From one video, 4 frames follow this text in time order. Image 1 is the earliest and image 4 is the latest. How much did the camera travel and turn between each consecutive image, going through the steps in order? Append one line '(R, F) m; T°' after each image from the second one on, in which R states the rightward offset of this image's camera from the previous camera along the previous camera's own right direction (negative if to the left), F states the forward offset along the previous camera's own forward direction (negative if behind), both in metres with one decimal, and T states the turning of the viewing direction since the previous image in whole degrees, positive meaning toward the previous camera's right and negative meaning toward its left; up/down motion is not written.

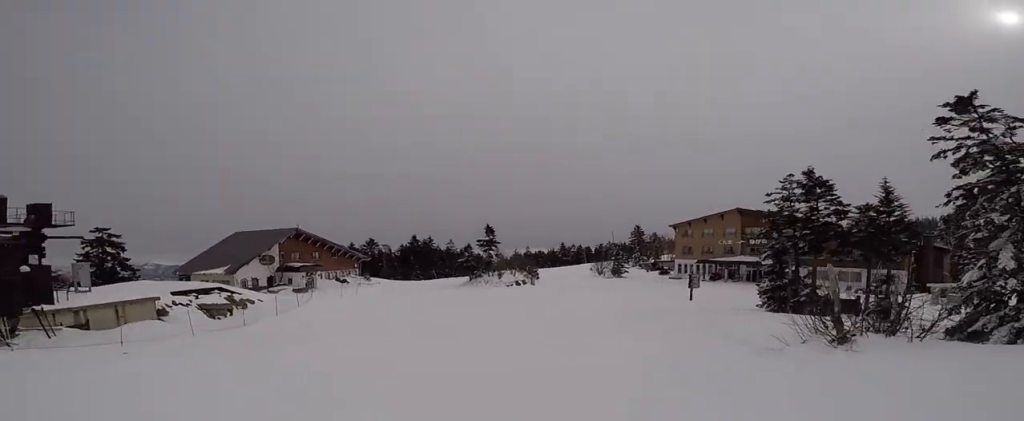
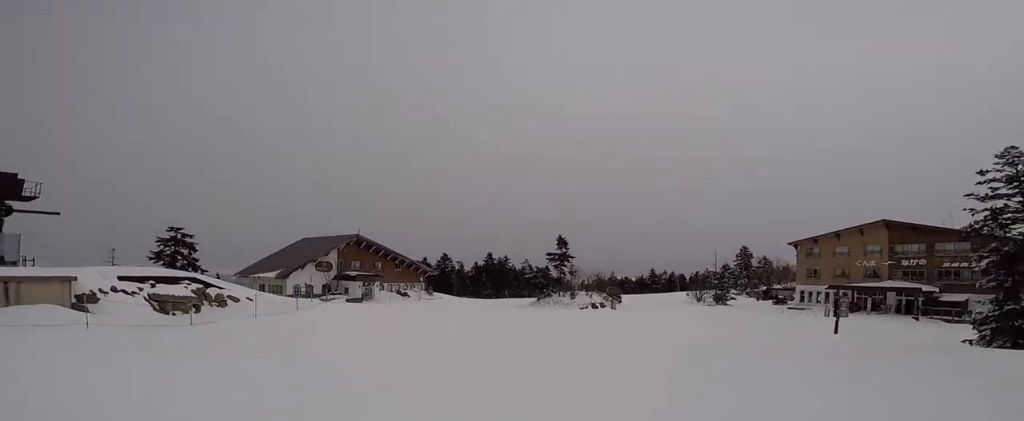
(+0.3, +7.1) m; -6°
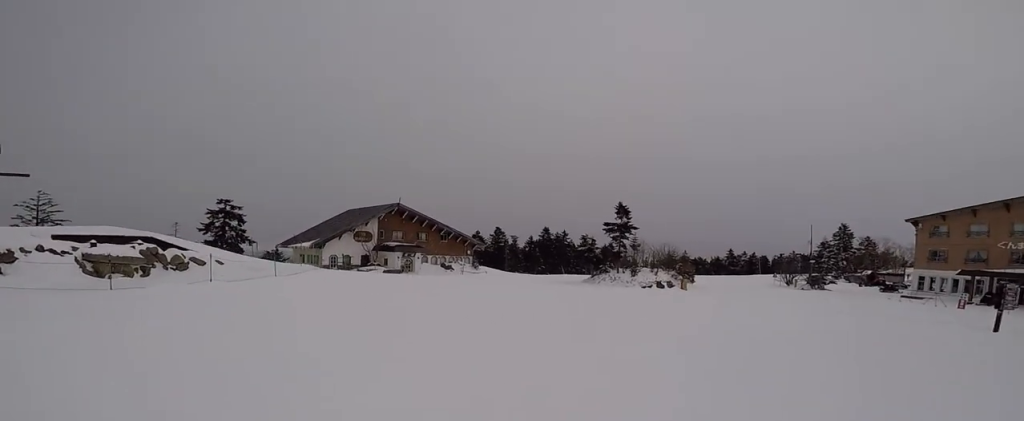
(-0.6, +4.4) m; -13°
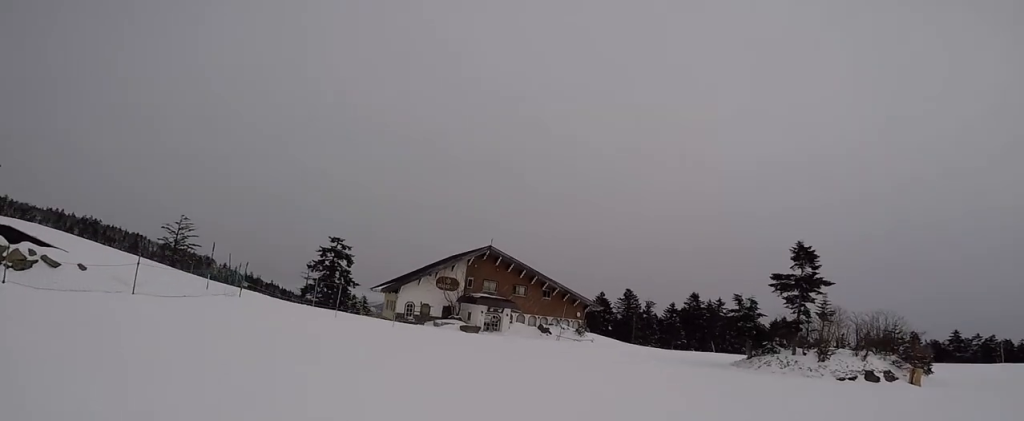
(-2.6, +8.3) m; -30°
